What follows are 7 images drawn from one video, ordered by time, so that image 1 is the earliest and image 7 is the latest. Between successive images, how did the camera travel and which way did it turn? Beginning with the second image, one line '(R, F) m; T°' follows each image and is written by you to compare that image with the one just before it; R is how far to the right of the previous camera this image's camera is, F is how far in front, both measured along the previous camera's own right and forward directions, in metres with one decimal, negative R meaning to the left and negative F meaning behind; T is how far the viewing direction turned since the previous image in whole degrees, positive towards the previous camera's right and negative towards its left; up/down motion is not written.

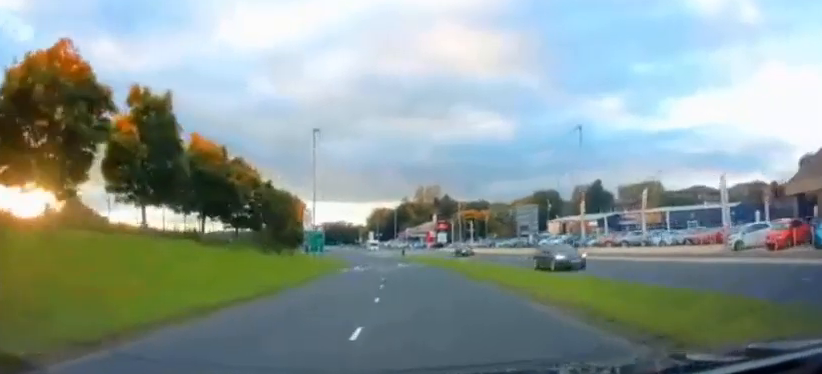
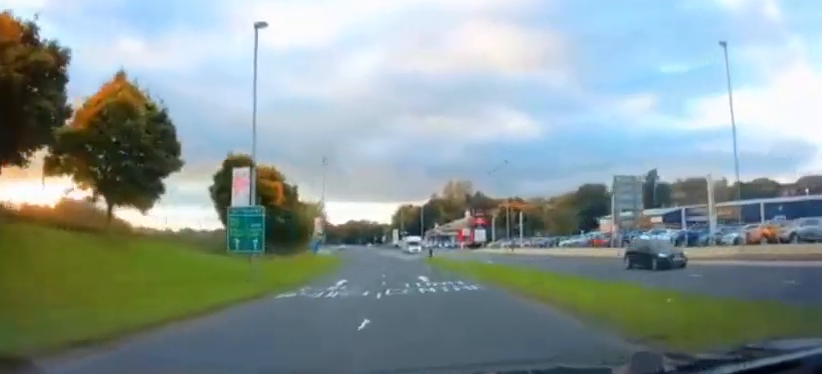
(+0.2, +20.4) m; -1°
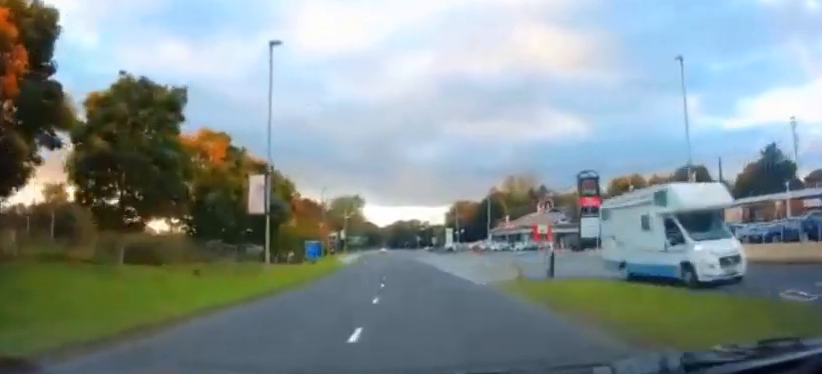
(-2.1, +33.2) m; -7°
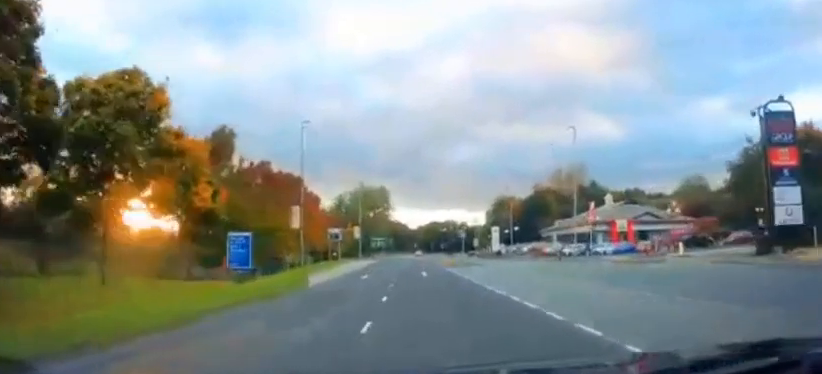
(-1.3, +27.0) m; -4°
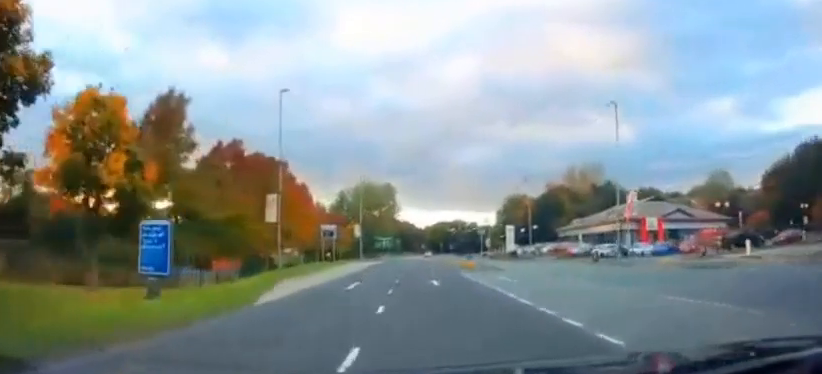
(-0.2, +8.8) m; +3°
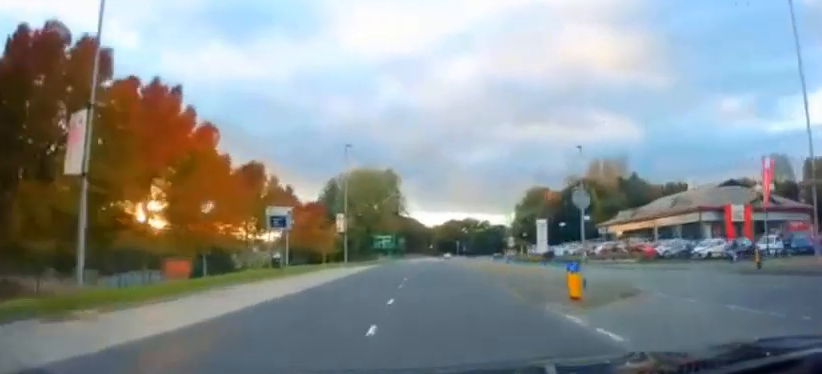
(+1.6, +20.4) m; -10°
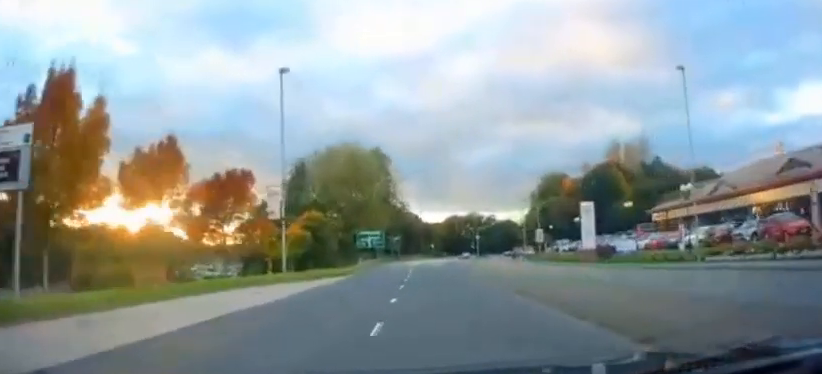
(-6.8, +20.6) m; -7°
